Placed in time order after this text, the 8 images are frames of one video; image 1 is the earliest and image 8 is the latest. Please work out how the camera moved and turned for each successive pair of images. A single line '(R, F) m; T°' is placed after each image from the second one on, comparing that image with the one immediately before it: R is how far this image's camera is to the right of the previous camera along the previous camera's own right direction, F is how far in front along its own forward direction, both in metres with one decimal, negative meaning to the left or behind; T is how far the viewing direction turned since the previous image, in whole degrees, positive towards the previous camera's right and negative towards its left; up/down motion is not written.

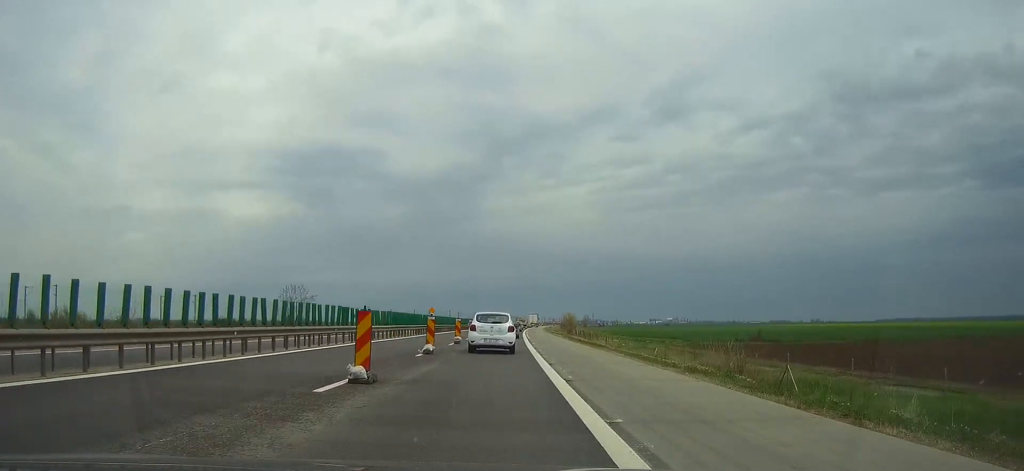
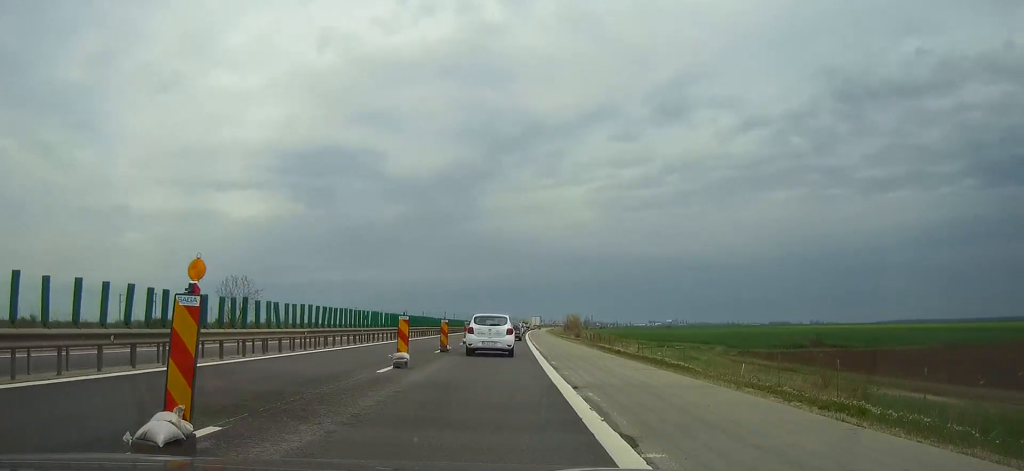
(0.0, +18.8) m; 0°
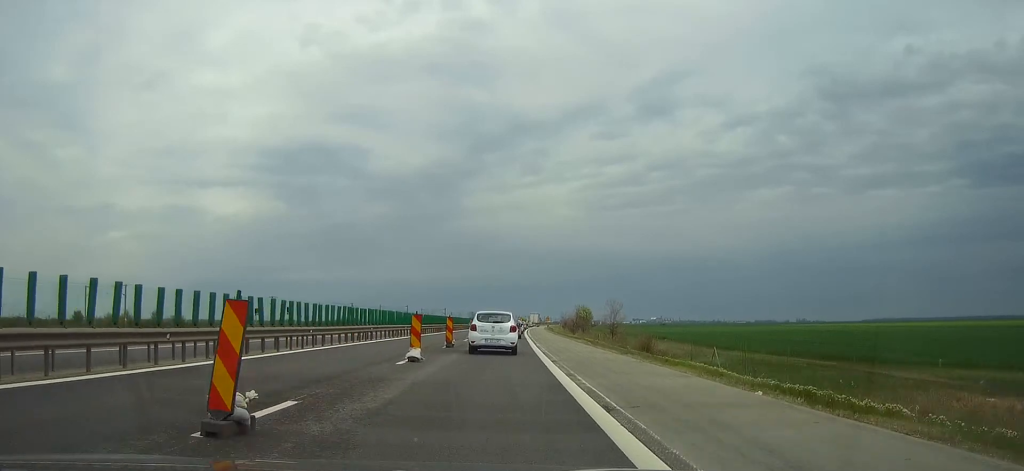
(+0.1, +68.9) m; +1°
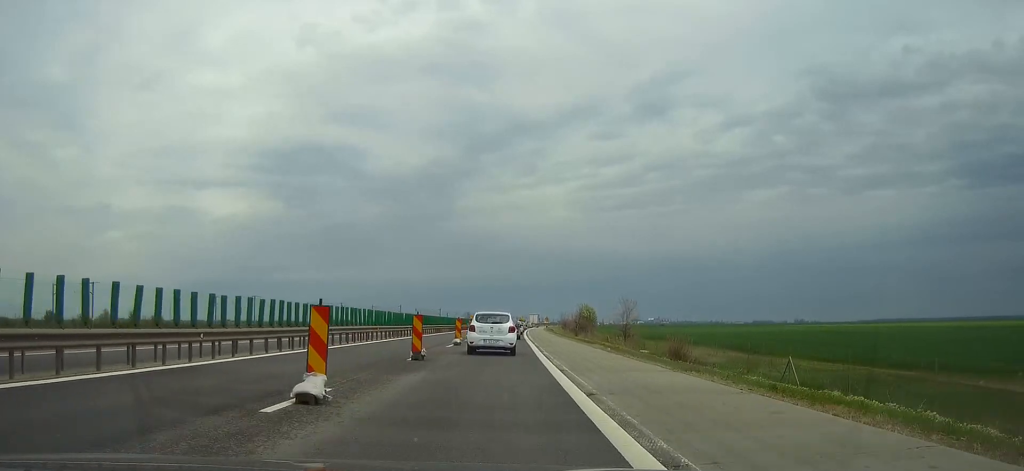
(0.0, +10.0) m; 0°
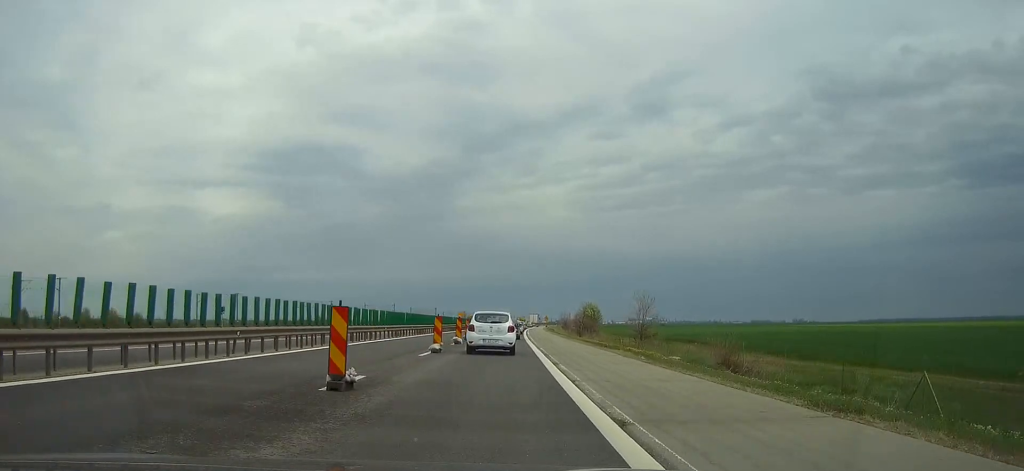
(+0.1, +9.2) m; 0°
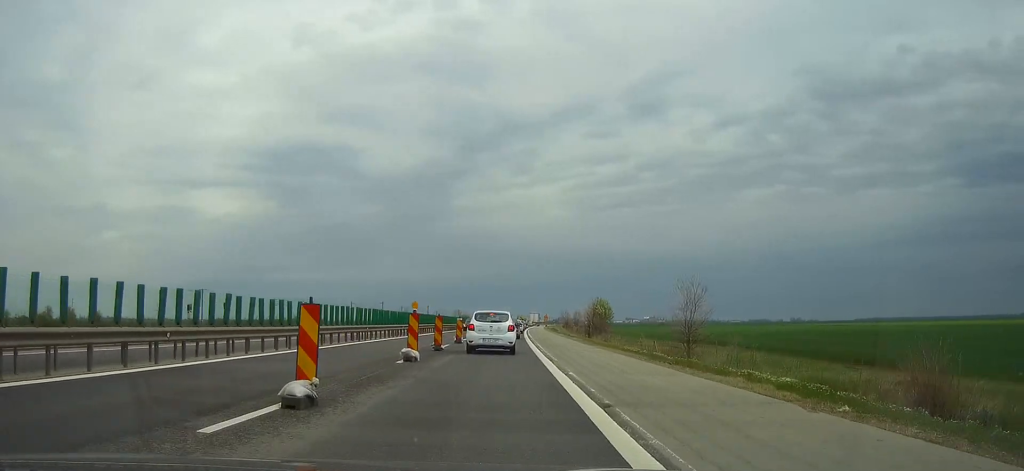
(+0.1, +16.3) m; 0°
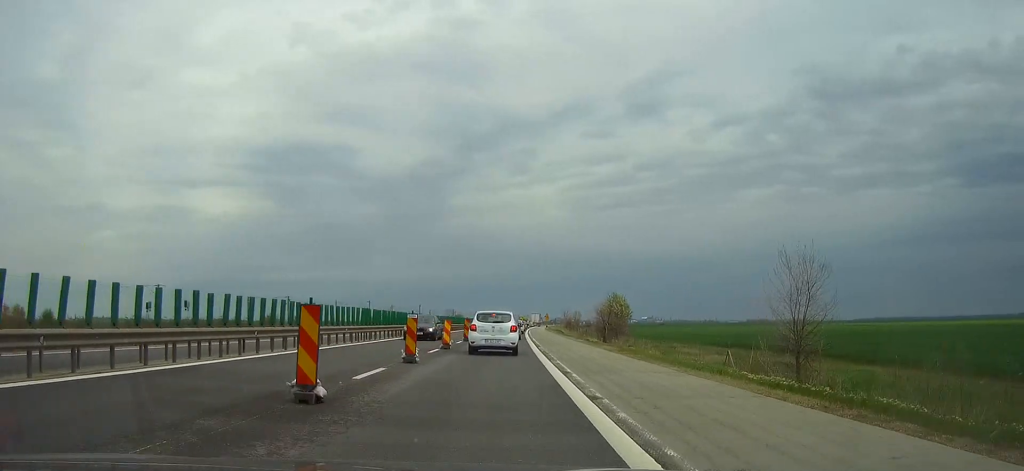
(0.0, +16.9) m; 0°
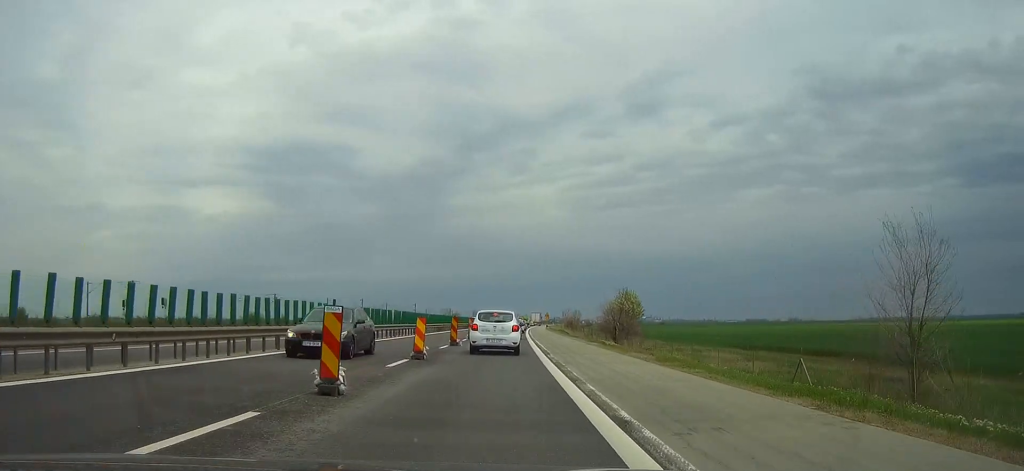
(0.0, +8.4) m; 0°
